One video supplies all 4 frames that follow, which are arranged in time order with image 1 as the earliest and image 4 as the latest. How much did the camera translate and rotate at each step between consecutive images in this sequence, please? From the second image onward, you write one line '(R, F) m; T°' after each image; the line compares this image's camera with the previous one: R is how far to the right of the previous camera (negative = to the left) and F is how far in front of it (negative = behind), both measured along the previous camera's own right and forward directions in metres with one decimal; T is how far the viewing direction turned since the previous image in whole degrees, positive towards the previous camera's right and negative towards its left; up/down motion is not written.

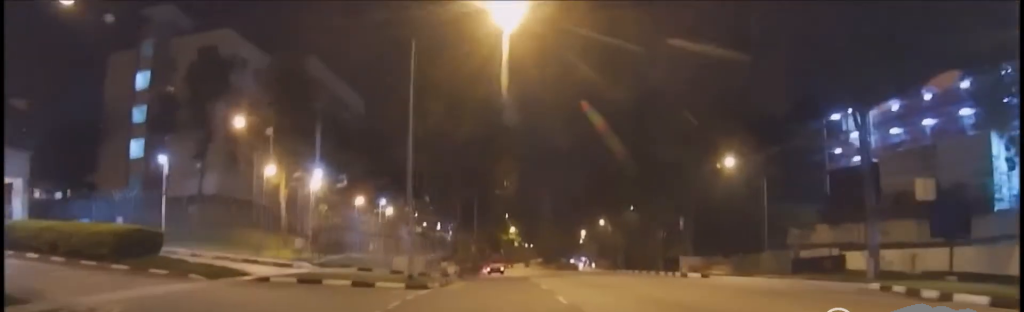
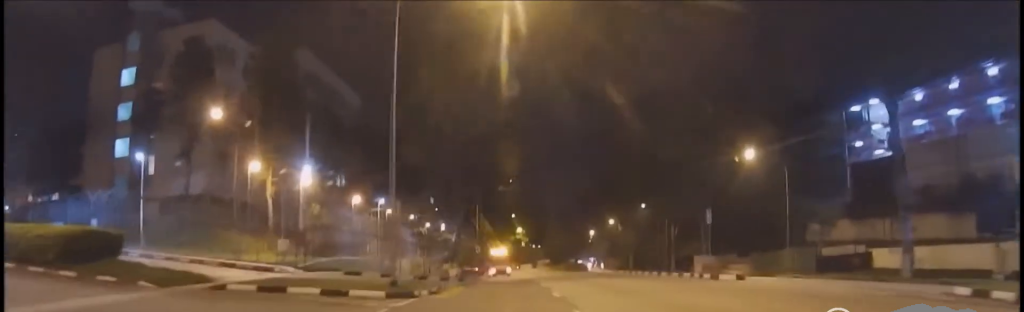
(0.0, +3.5) m; 0°
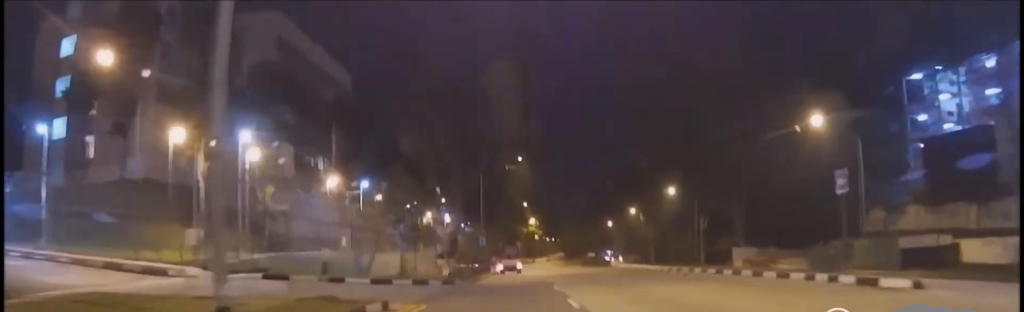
(0.0, +10.6) m; +6°
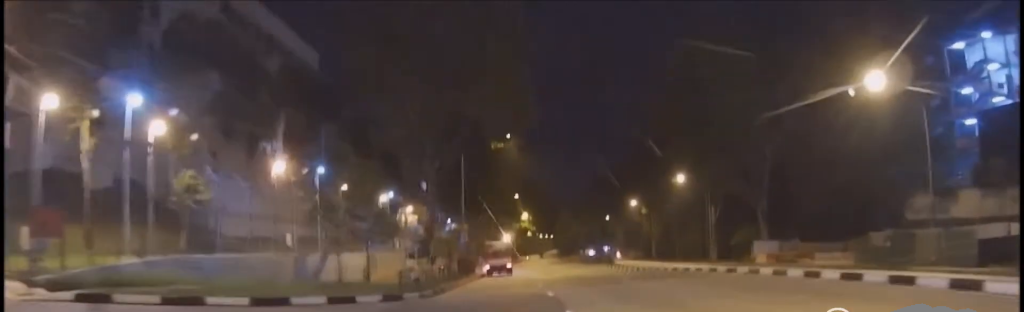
(+1.0, +8.4) m; -3°
